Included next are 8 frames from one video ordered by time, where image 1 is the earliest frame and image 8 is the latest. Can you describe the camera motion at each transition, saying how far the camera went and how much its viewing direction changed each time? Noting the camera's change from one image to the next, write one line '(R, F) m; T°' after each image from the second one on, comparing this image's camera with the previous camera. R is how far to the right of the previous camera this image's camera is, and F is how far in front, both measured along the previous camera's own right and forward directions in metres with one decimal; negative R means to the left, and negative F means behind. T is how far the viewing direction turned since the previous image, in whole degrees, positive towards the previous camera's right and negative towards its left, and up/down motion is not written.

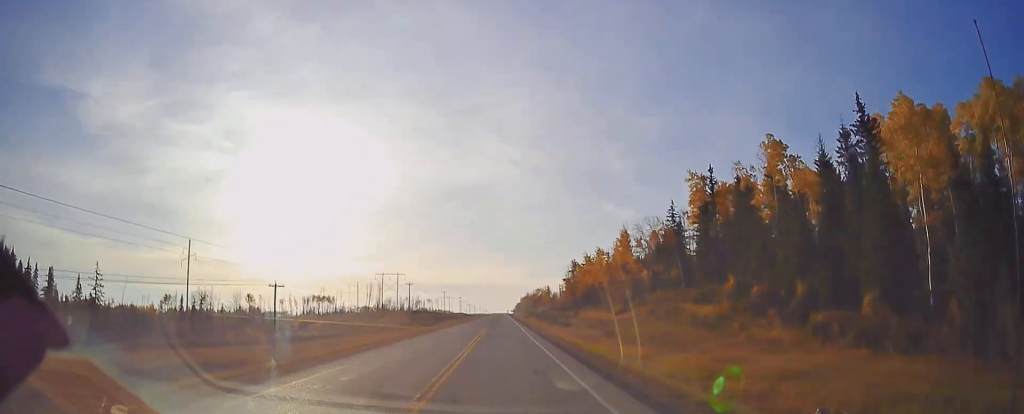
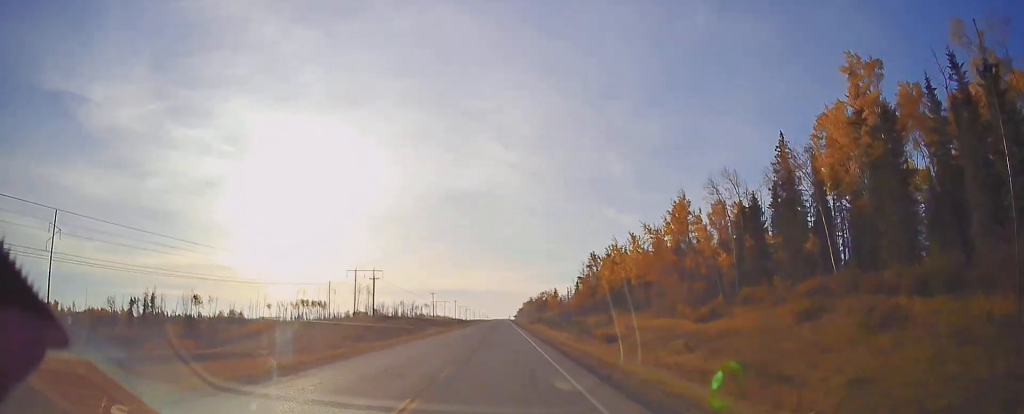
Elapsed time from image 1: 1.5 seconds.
(-0.2, +36.1) m; 0°
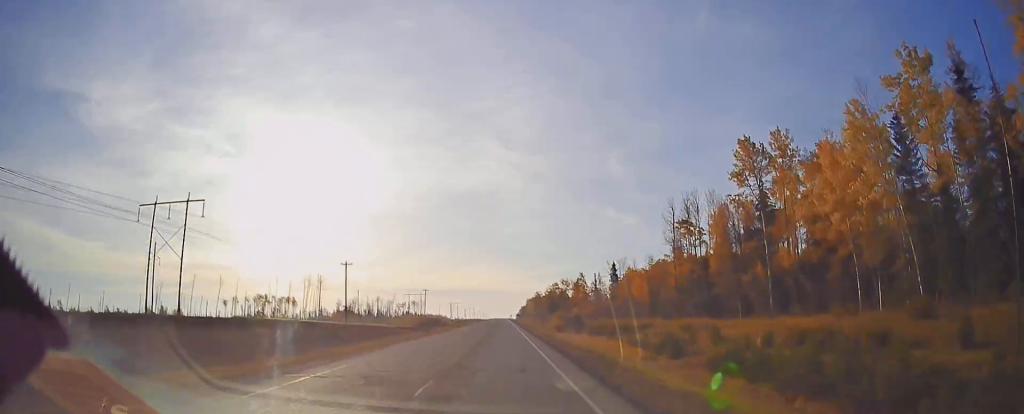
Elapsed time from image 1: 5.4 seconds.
(+0.3, +87.8) m; 0°
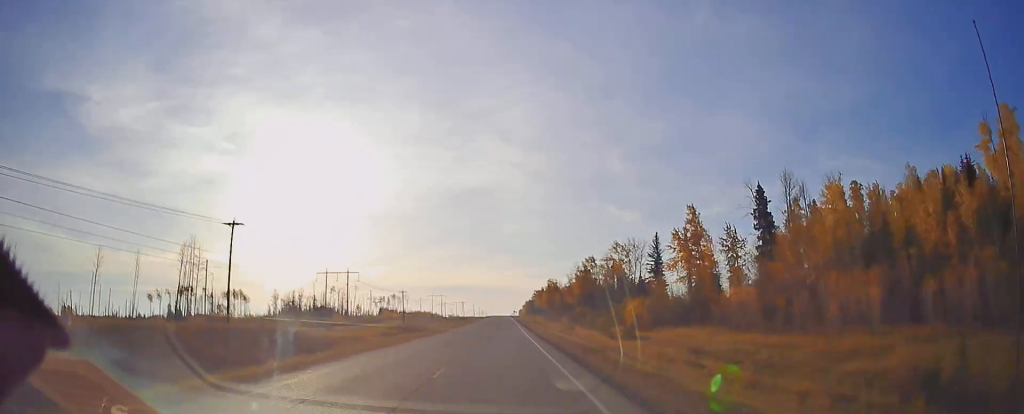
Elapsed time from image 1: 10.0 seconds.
(-0.1, +131.9) m; 0°
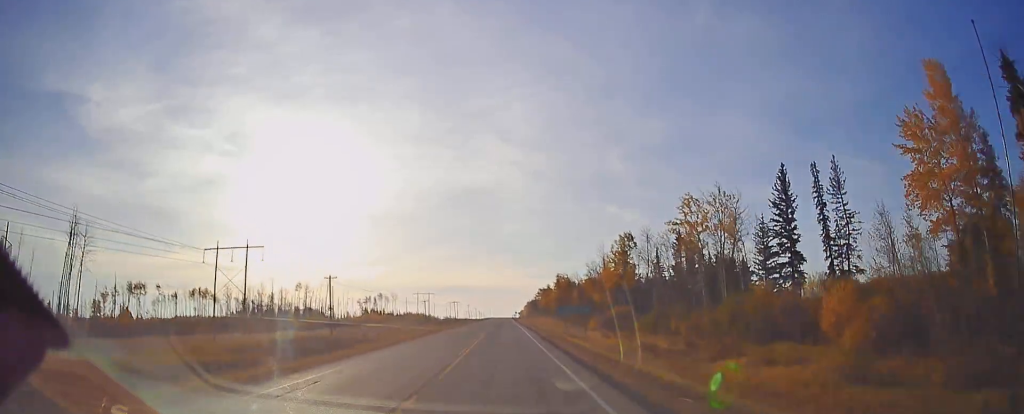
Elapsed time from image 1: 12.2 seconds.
(-0.3, +73.7) m; 0°
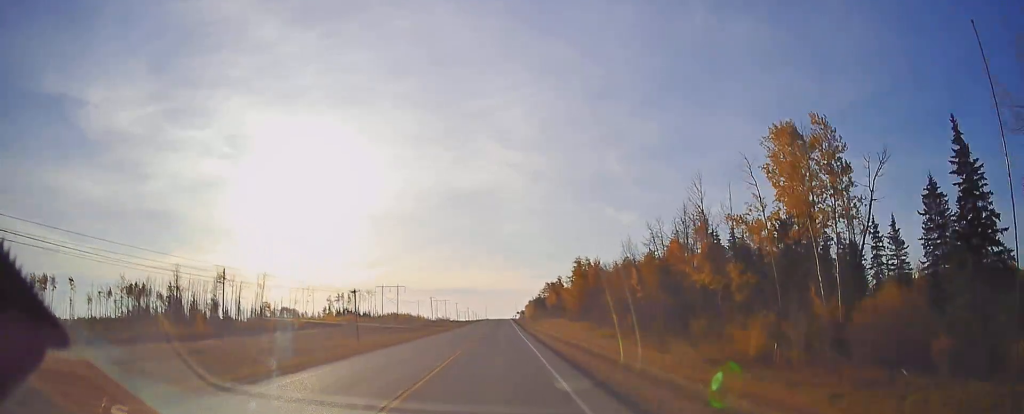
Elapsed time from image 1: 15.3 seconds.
(+0.3, +99.7) m; 0°
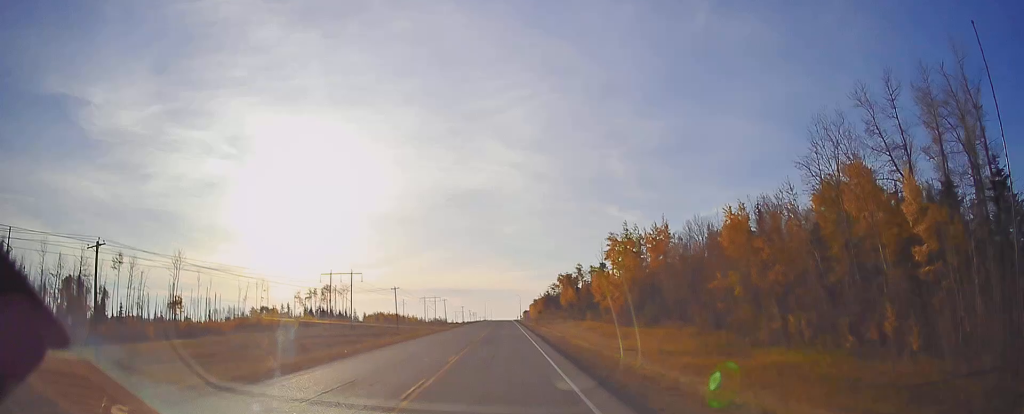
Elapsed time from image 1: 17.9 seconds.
(+0.1, +77.3) m; 0°
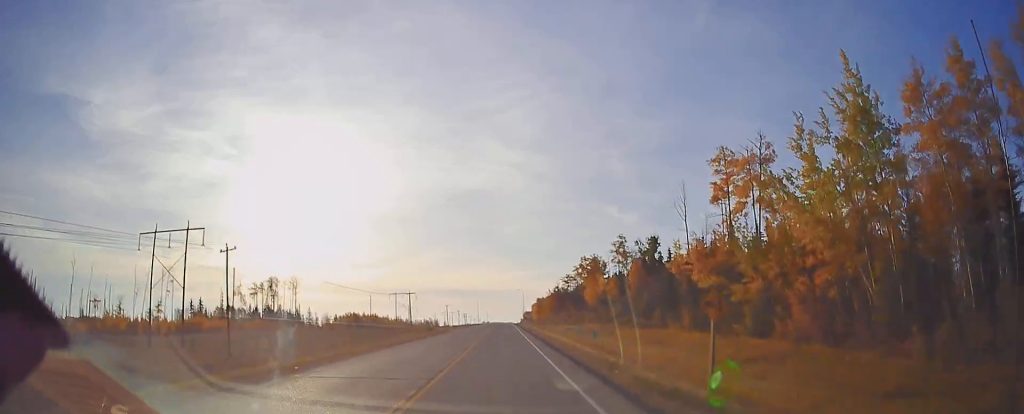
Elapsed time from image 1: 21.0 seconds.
(-0.4, +86.4) m; 0°
